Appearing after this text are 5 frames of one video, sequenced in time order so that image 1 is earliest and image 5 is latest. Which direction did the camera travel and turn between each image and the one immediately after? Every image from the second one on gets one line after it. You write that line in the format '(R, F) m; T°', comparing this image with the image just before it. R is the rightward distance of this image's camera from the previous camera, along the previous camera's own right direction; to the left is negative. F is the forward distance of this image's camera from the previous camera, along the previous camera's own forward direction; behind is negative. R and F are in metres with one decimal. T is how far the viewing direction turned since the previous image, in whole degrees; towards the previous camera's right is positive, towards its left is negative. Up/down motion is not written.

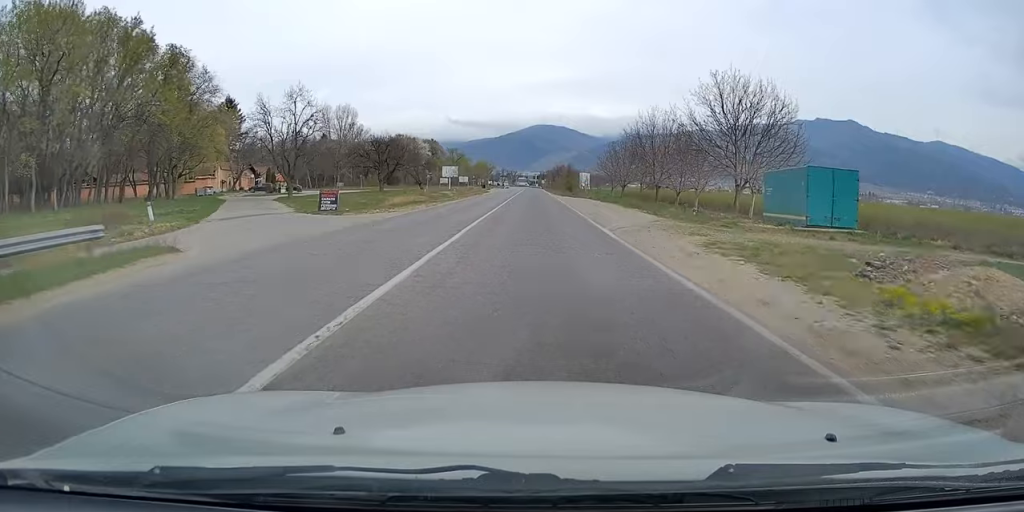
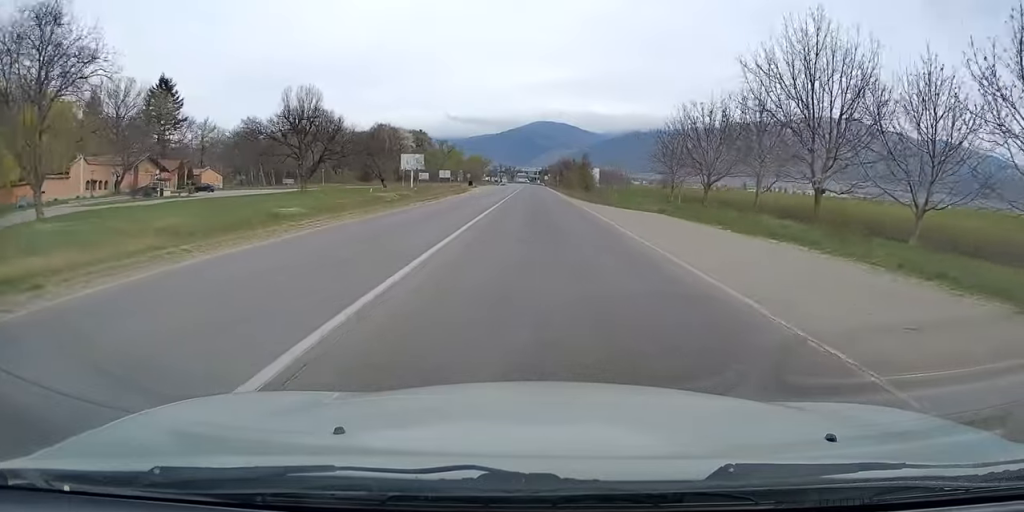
(+0.2, +37.5) m; 0°
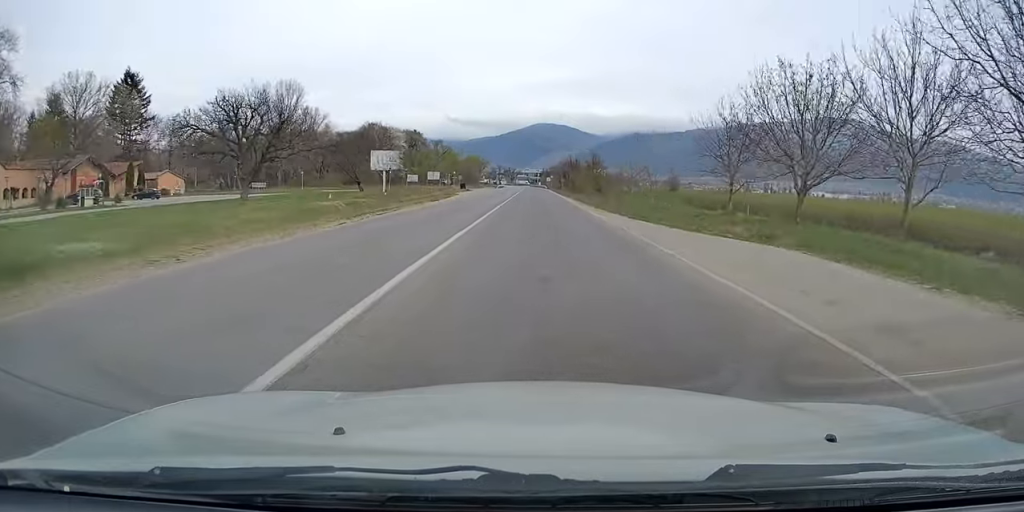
(0.0, +15.1) m; 0°
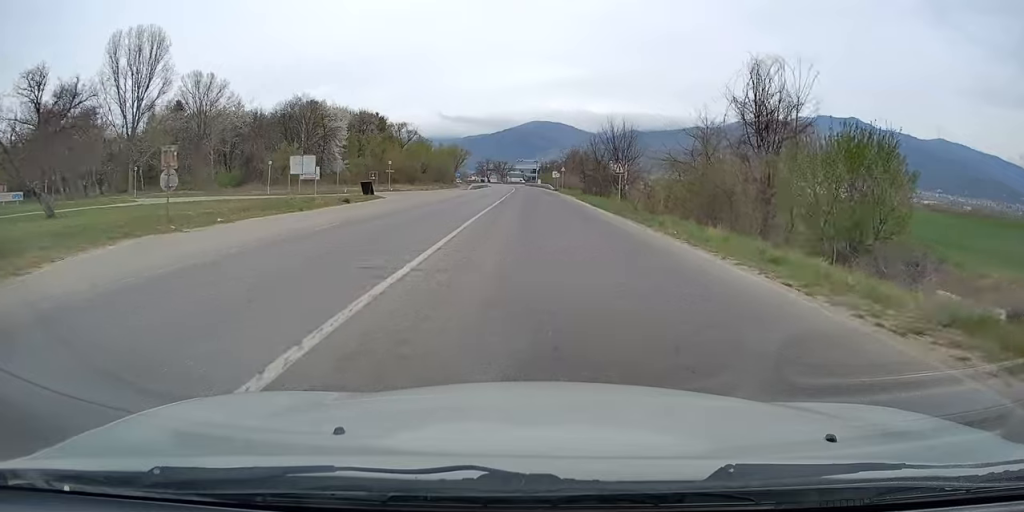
(-0.3, +64.5) m; 0°
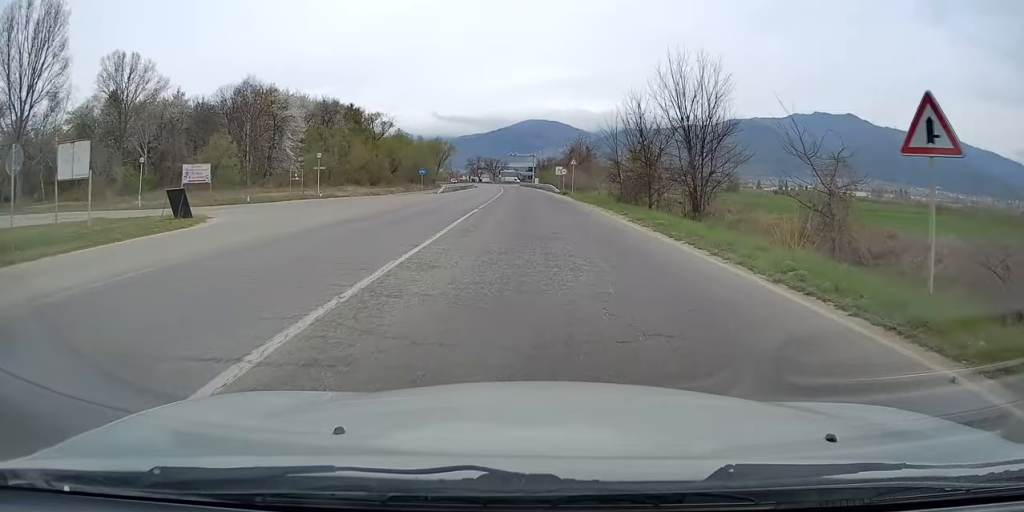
(0.0, +26.3) m; 0°
